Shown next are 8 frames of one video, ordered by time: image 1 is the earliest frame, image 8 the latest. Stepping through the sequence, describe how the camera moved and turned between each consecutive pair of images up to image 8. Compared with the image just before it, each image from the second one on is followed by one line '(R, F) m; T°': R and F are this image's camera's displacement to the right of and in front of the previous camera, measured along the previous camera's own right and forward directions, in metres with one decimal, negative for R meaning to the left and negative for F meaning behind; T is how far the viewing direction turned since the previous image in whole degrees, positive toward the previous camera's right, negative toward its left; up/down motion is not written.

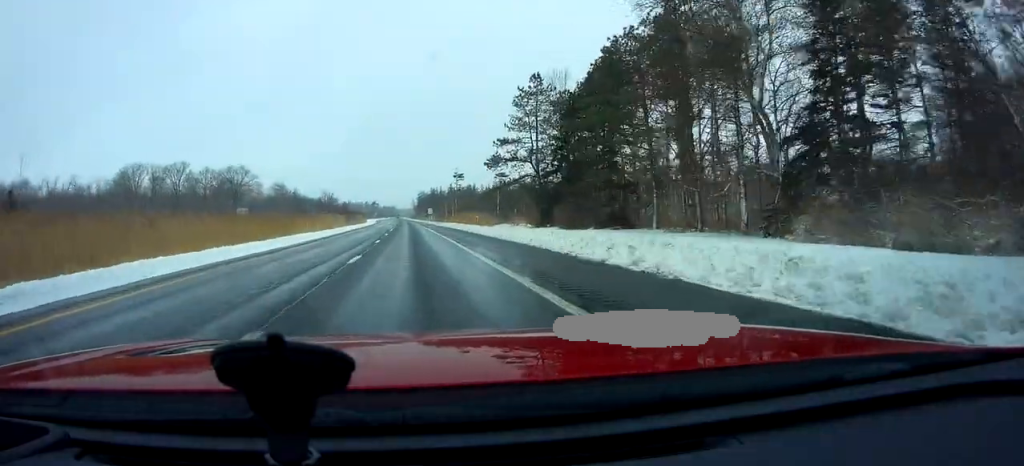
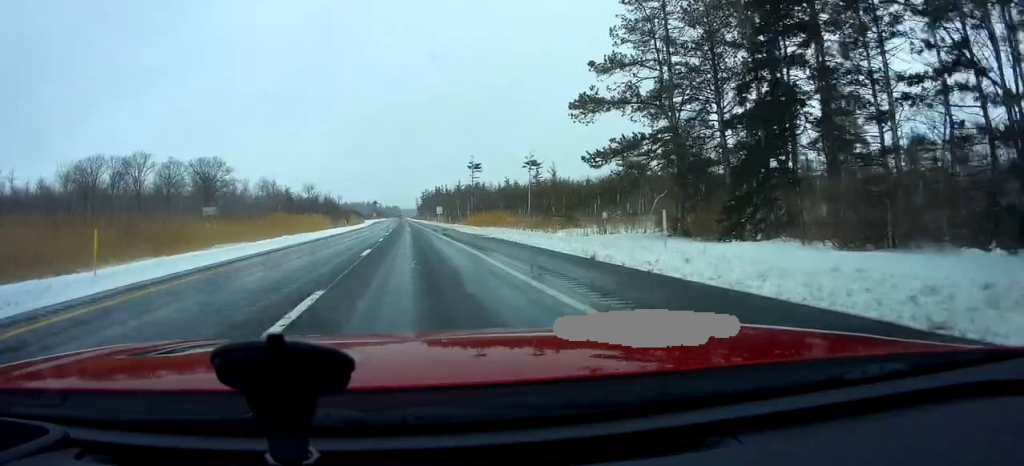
(0.0, +33.7) m; 0°
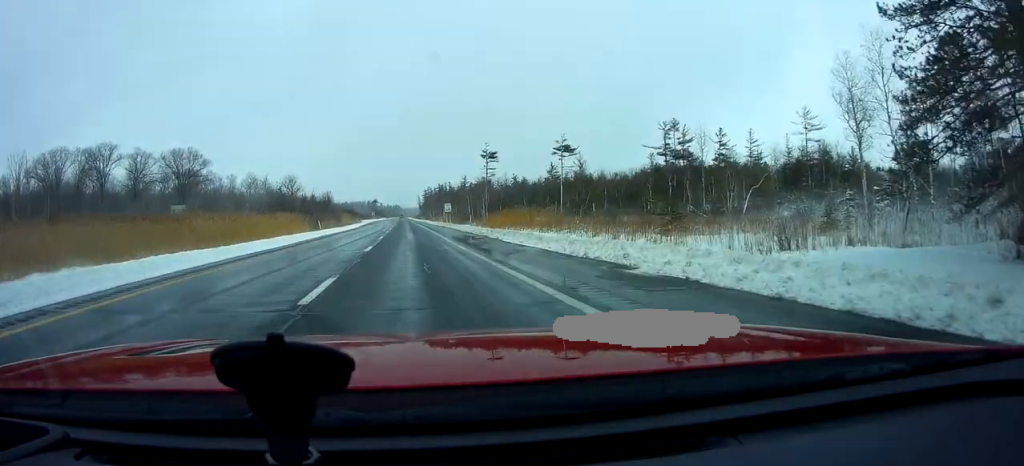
(0.0, +22.5) m; 0°
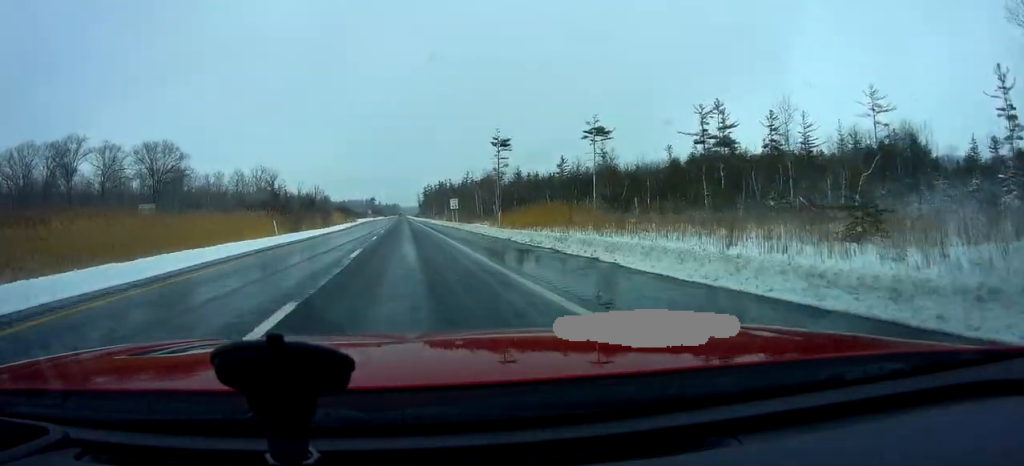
(0.0, +16.4) m; 0°
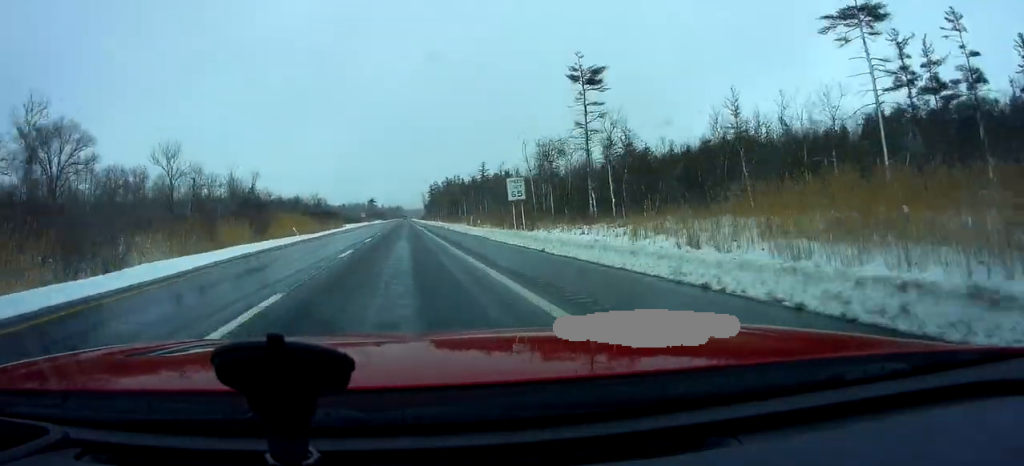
(0.0, +47.7) m; 0°
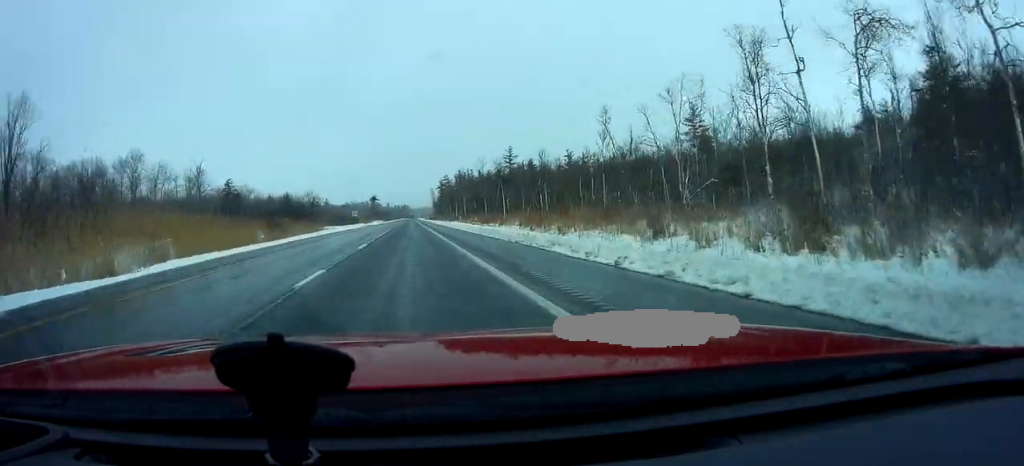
(0.0, +44.2) m; -1°
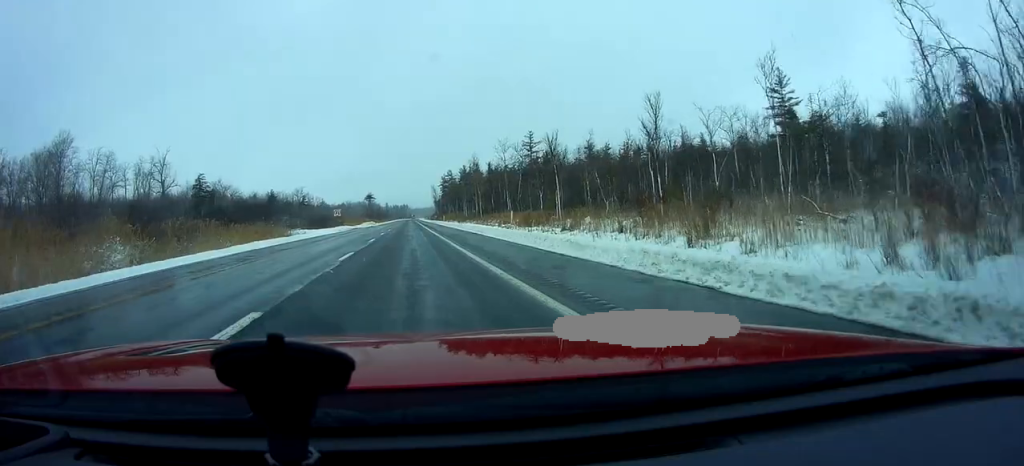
(-0.7, +30.4) m; 0°
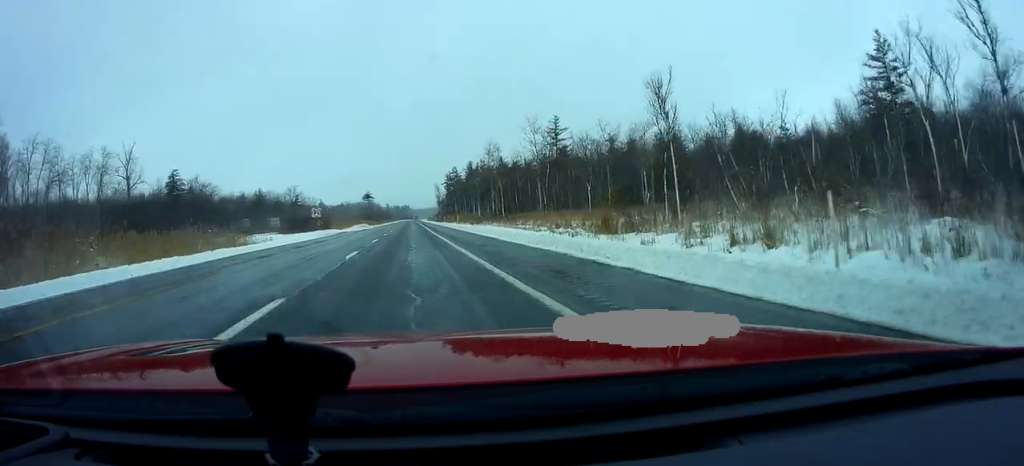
(+0.5, +23.3) m; 0°
